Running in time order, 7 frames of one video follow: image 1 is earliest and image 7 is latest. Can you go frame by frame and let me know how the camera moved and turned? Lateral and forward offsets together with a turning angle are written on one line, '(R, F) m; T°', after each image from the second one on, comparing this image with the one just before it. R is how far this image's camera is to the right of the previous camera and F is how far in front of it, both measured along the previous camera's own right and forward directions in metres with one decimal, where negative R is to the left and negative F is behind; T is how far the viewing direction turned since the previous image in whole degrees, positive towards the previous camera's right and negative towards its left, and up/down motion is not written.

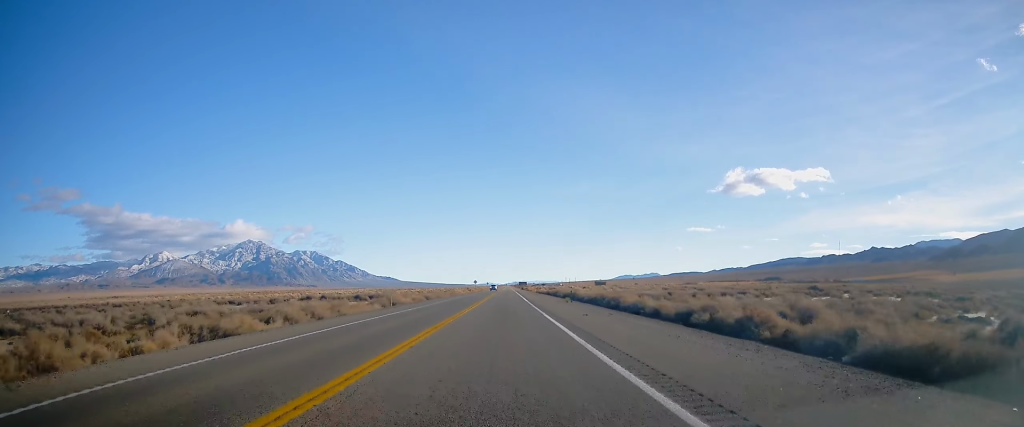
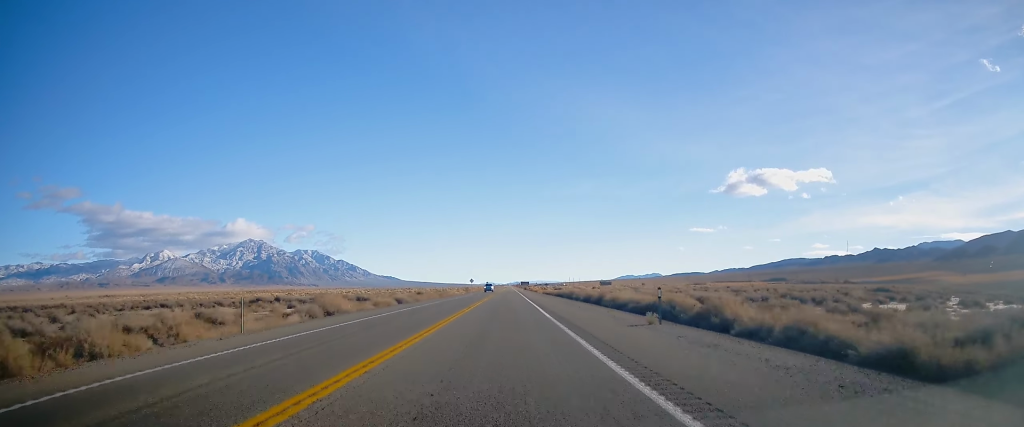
(0.0, +25.0) m; -1°
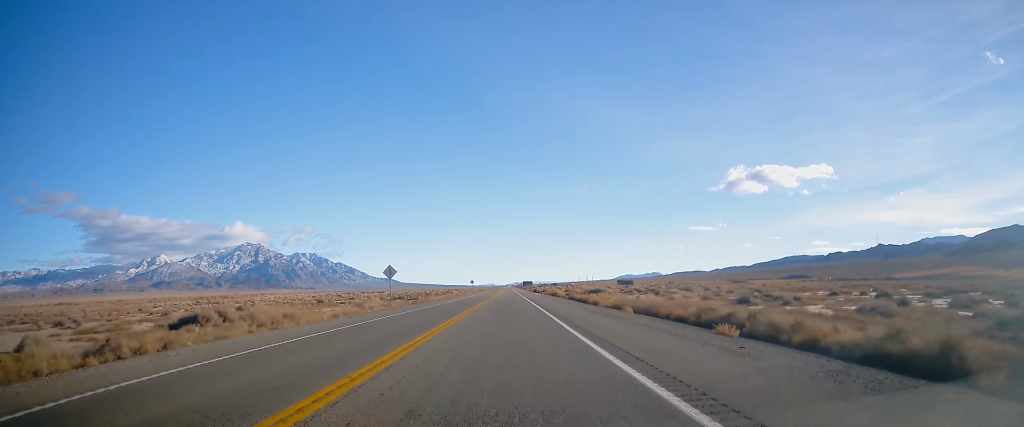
(-0.3, +108.8) m; 0°
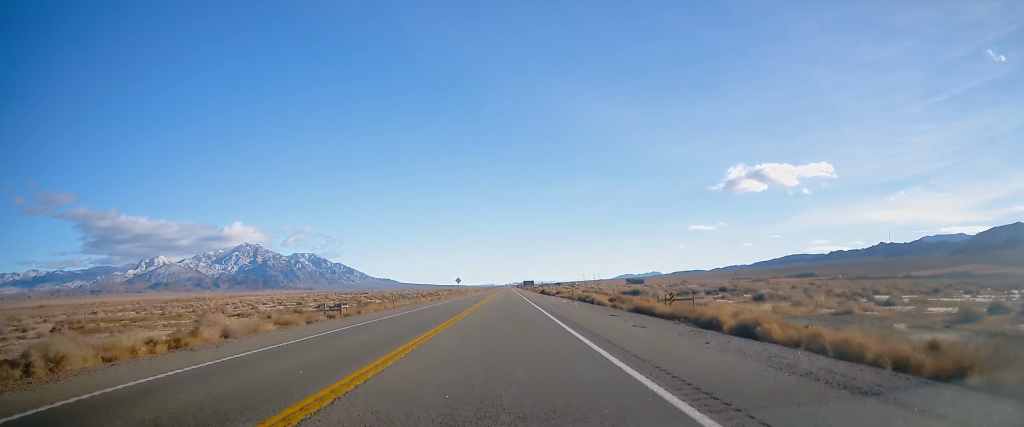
(+0.2, +43.4) m; 0°
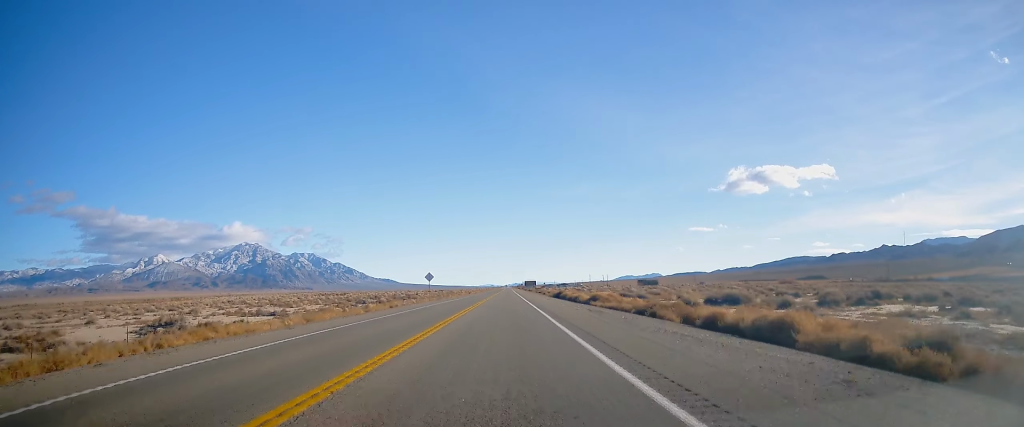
(-0.2, +43.8) m; 0°
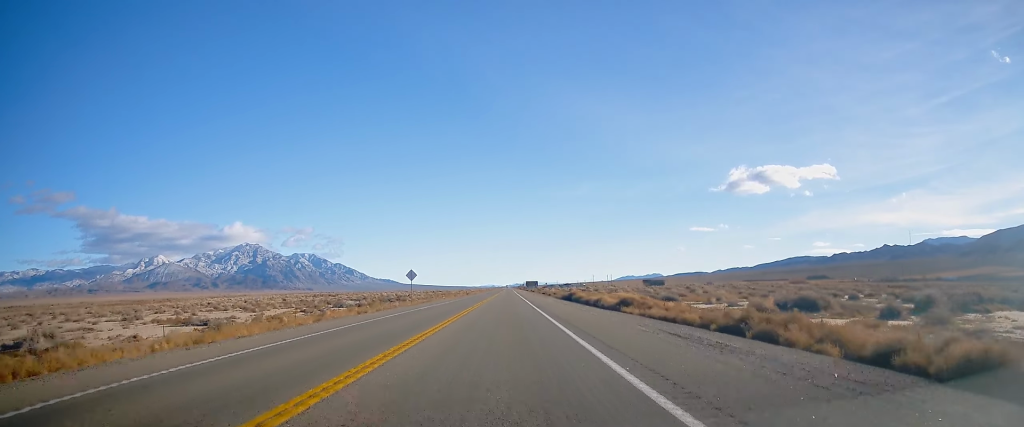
(0.0, +14.9) m; 0°
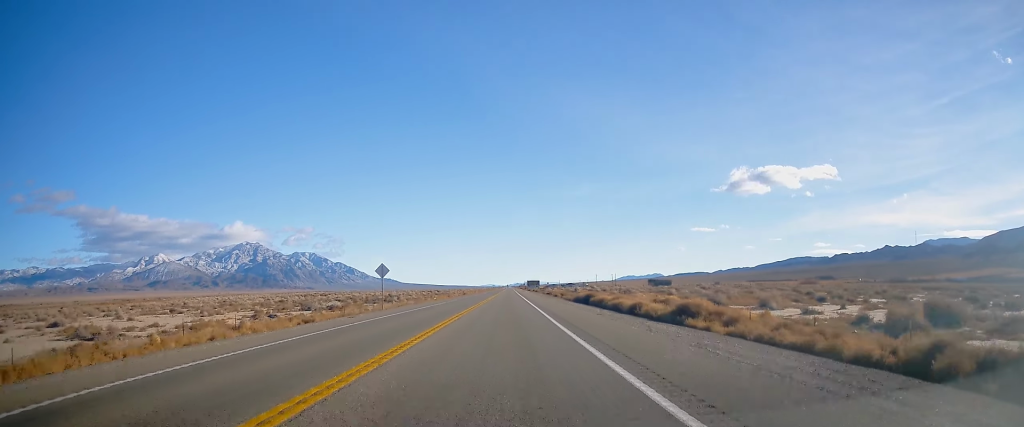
(-0.1, +14.9) m; 0°
